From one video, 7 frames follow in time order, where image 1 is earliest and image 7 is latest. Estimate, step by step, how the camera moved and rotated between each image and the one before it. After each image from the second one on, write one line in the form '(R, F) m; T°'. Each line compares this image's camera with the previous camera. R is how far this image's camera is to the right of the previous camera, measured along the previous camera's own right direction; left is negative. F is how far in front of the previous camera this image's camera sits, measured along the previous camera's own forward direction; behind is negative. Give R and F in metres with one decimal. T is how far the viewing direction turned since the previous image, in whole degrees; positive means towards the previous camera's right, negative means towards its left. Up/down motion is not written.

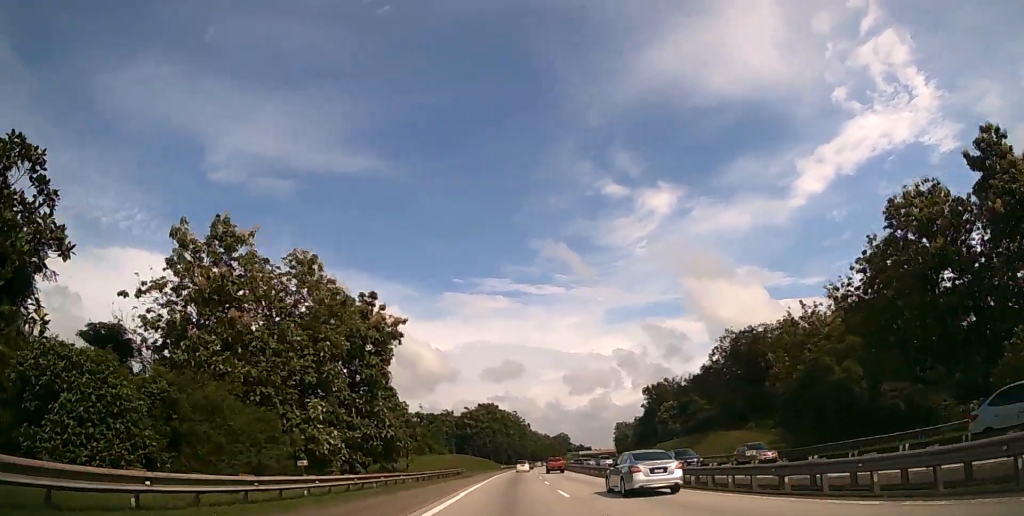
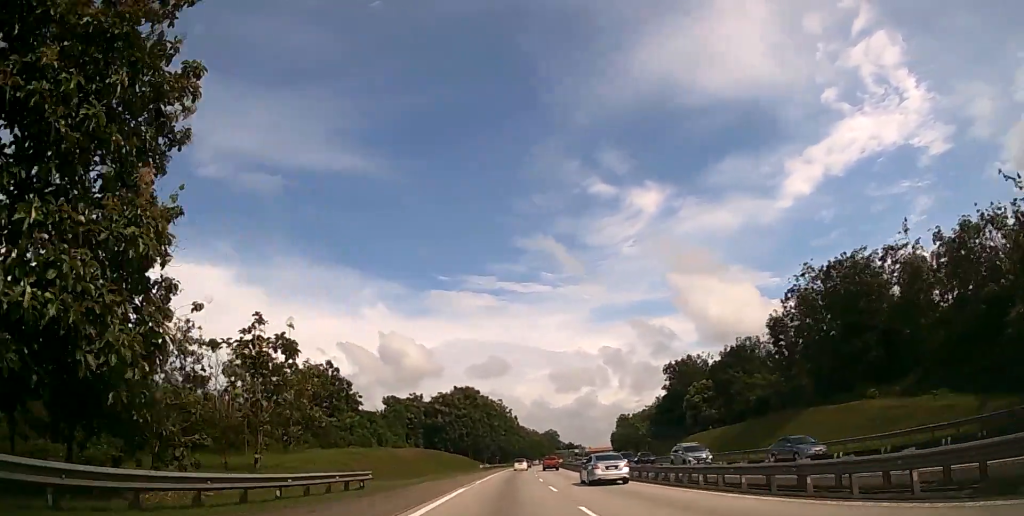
(+0.6, +33.8) m; +2°
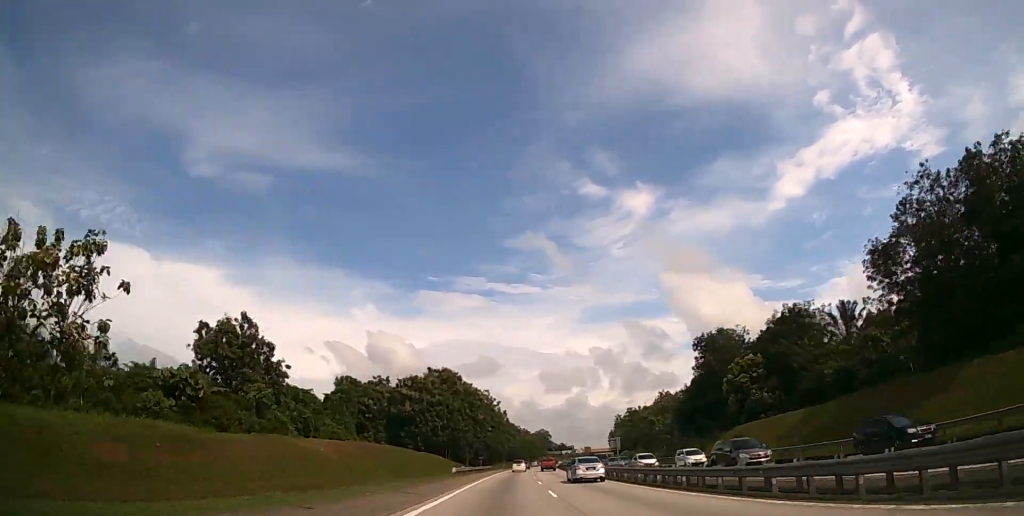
(+0.2, +26.6) m; +1°
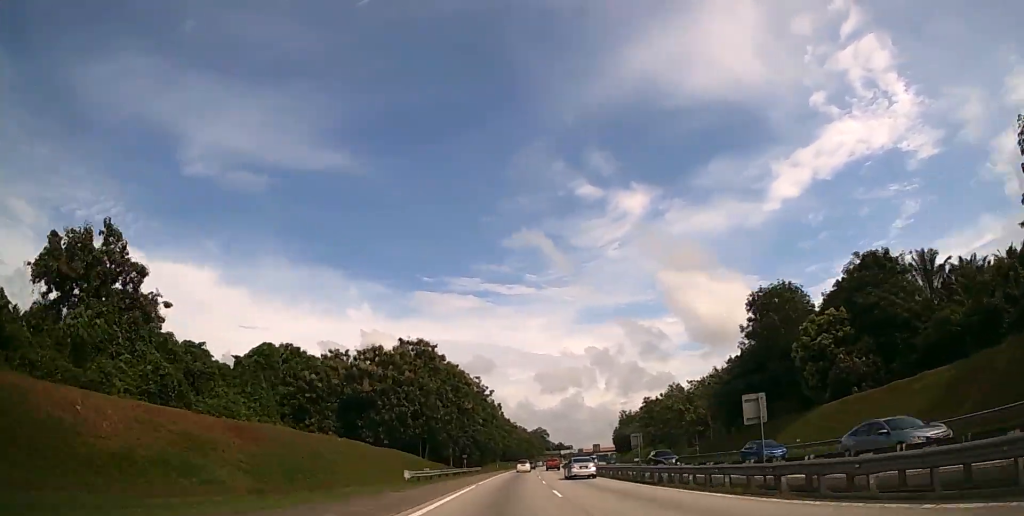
(+0.1, +24.6) m; +1°
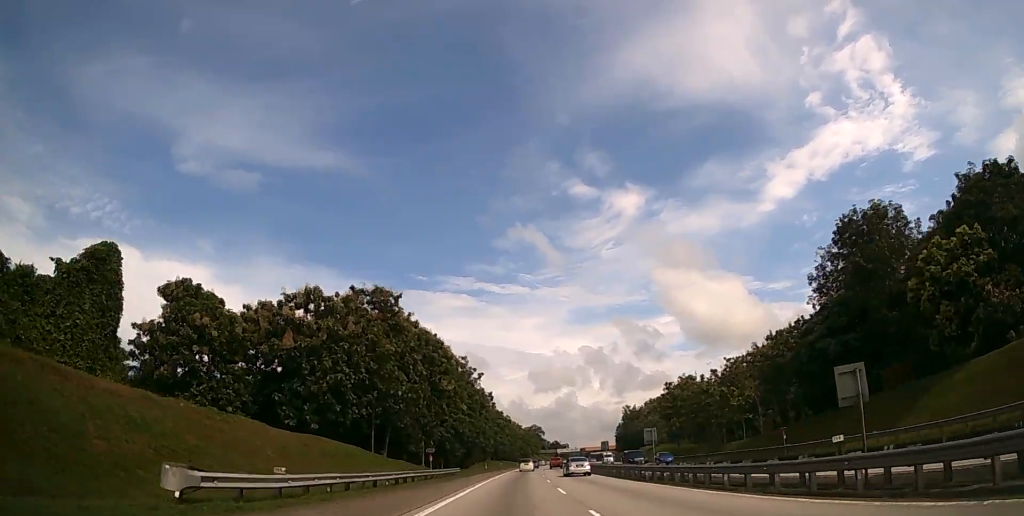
(+0.1, +23.5) m; +1°
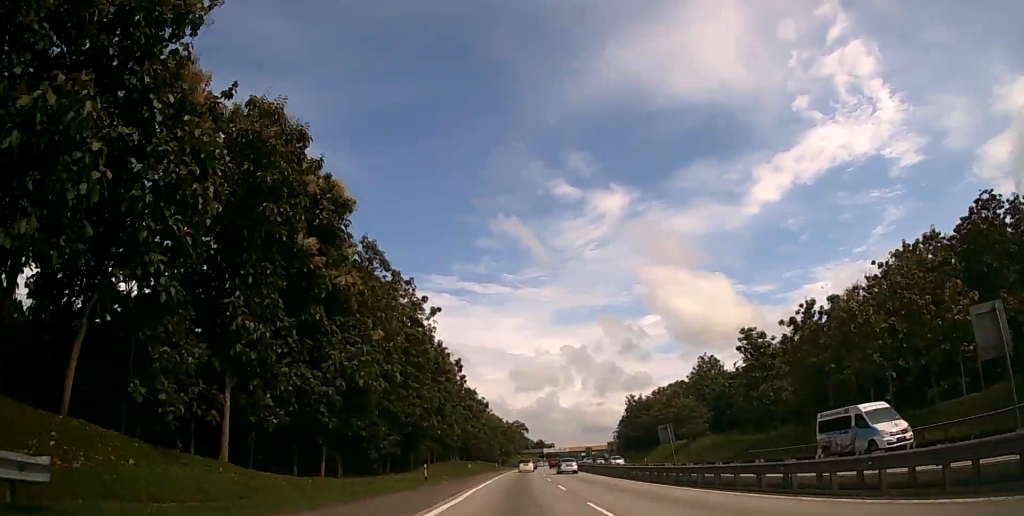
(+0.7, +45.1) m; +2°
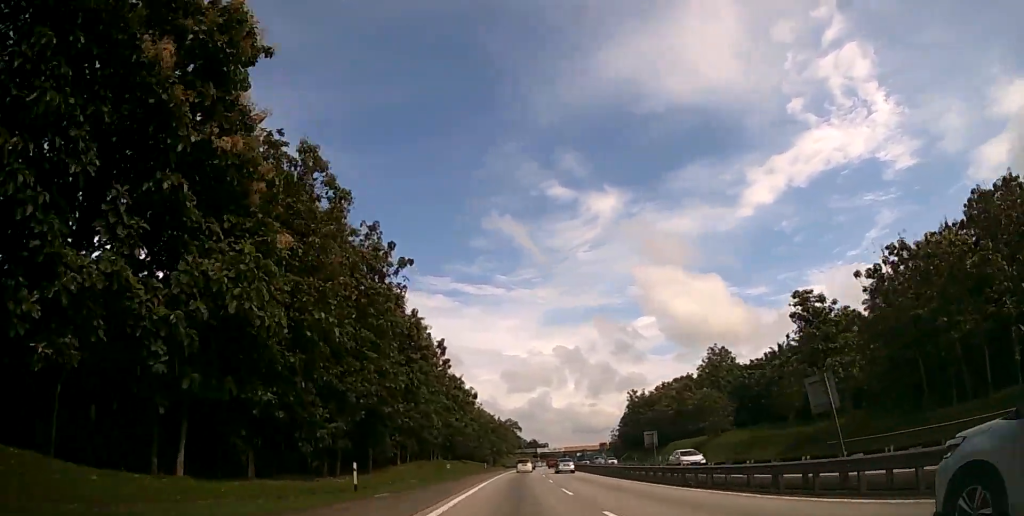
(0.0, +15.4) m; +1°
